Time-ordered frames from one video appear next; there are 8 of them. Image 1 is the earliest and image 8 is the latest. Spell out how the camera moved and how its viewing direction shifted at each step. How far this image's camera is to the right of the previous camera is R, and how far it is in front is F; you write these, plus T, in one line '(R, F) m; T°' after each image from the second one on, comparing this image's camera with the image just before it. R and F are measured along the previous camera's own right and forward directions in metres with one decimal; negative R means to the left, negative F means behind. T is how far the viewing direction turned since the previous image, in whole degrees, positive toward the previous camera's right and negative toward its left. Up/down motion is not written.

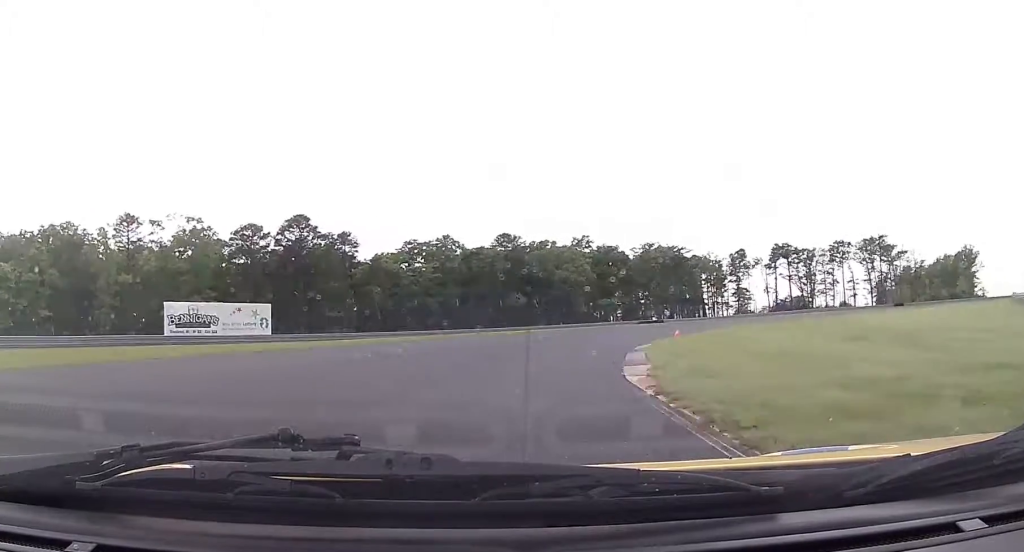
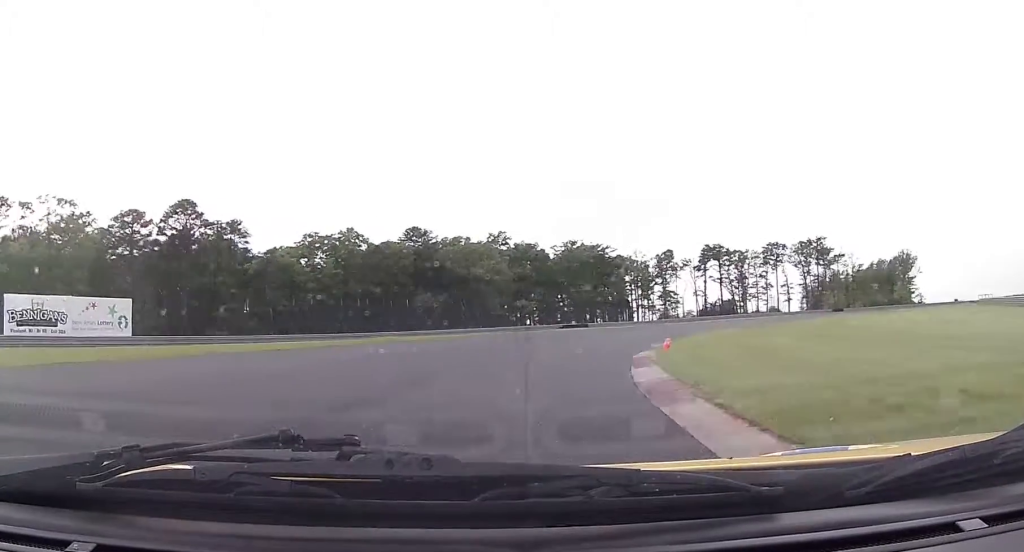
(-0.1, +12.8) m; +5°
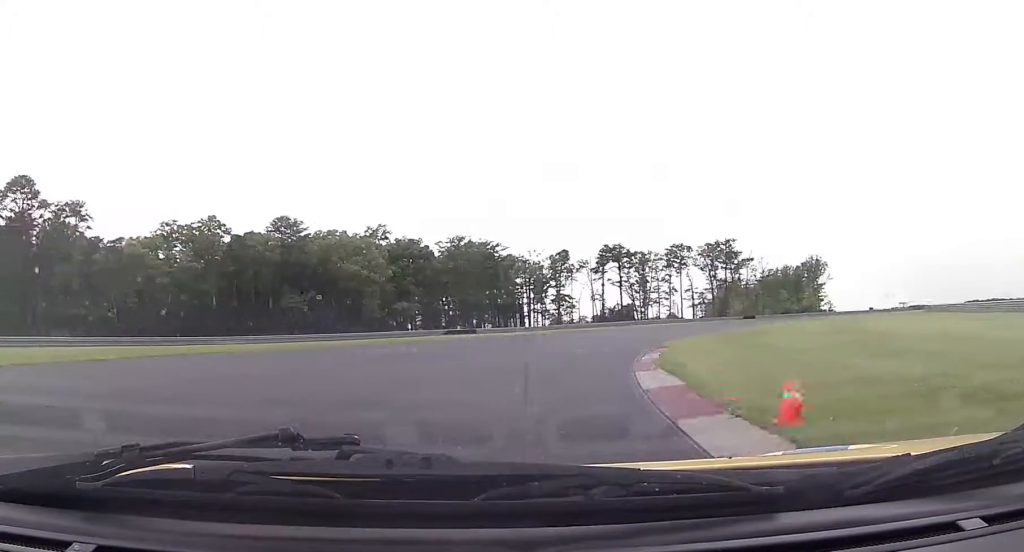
(+1.4, +14.4) m; +8°
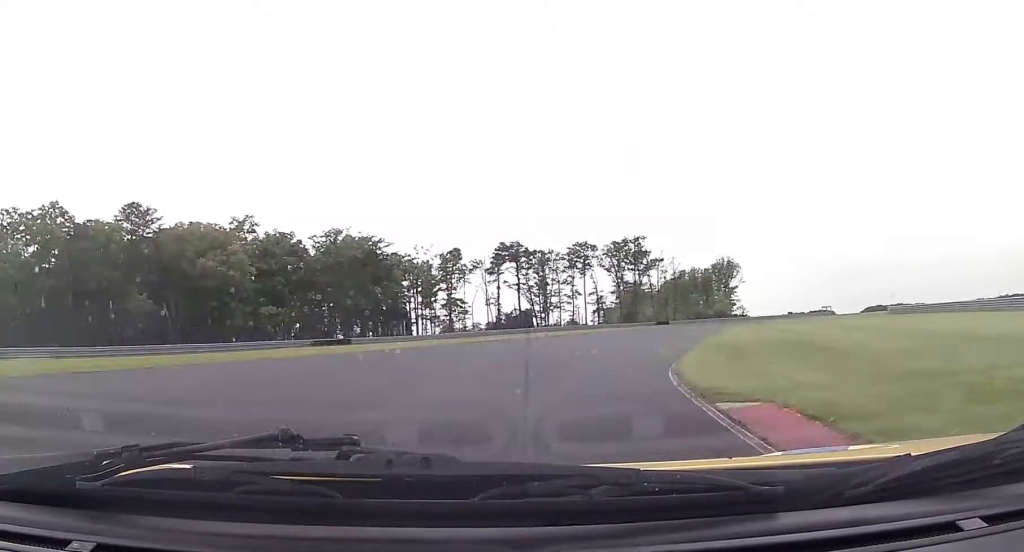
(+0.4, +16.2) m; +9°
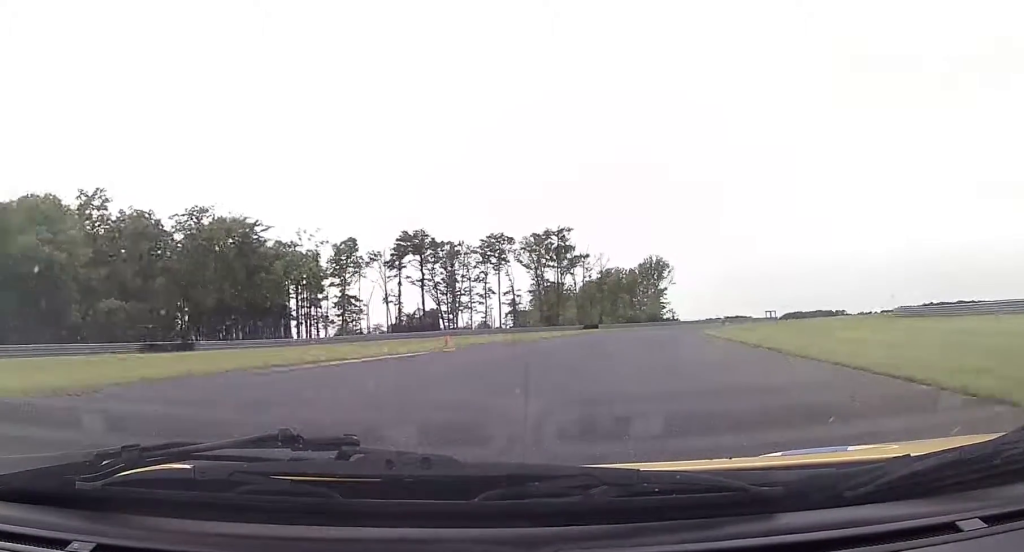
(+3.0, +20.8) m; +11°
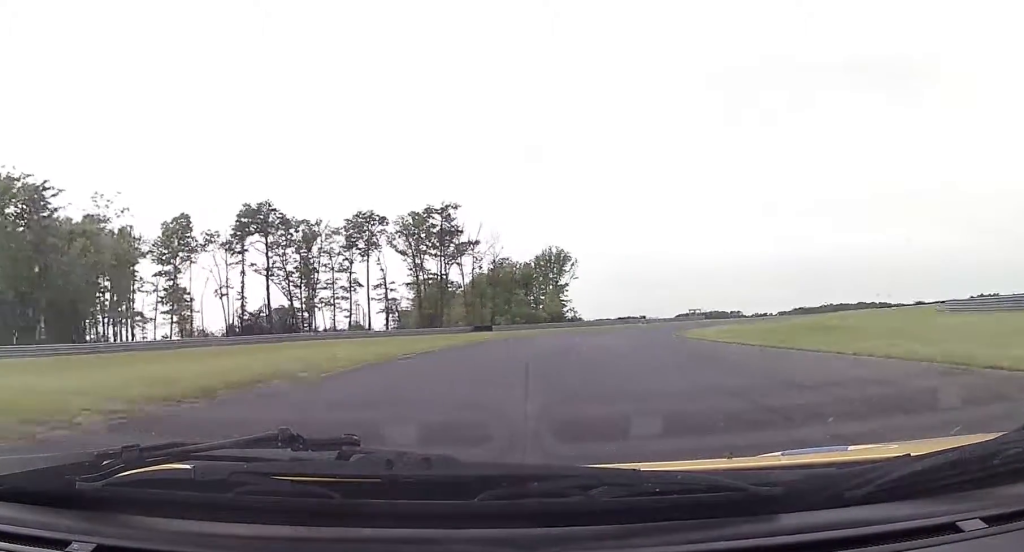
(+2.5, +27.4) m; +11°
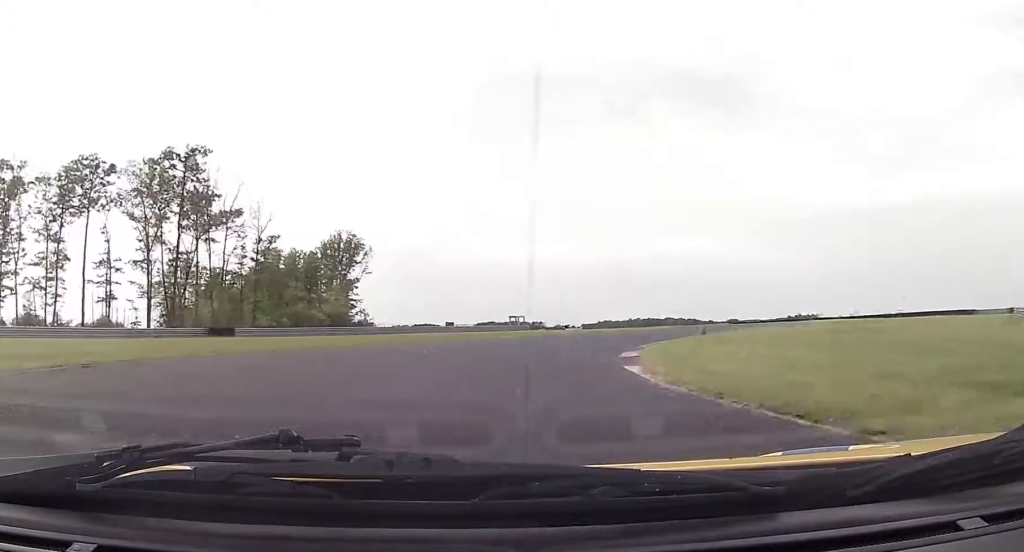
(+3.3, +32.2) m; +14°
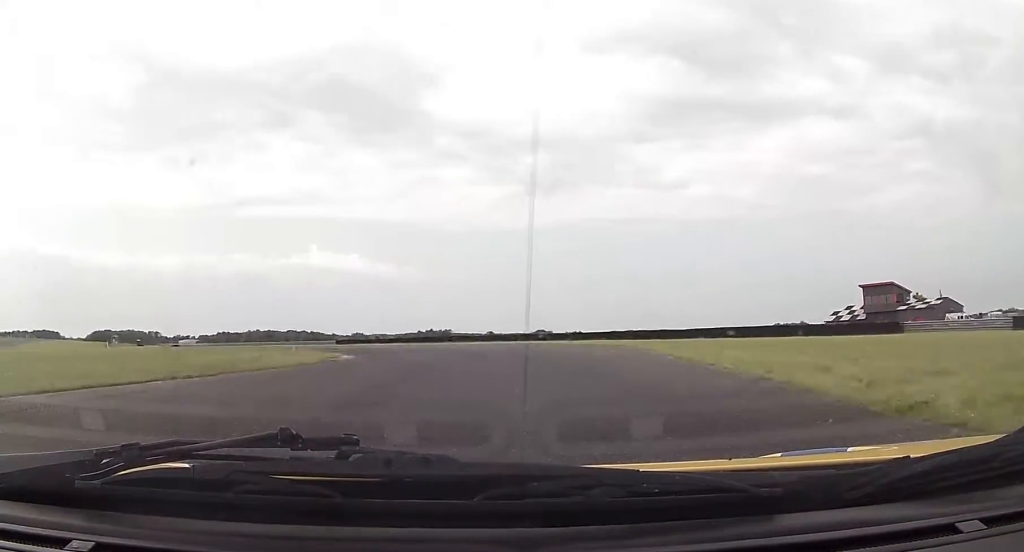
(+25.0, +68.9) m; +31°
